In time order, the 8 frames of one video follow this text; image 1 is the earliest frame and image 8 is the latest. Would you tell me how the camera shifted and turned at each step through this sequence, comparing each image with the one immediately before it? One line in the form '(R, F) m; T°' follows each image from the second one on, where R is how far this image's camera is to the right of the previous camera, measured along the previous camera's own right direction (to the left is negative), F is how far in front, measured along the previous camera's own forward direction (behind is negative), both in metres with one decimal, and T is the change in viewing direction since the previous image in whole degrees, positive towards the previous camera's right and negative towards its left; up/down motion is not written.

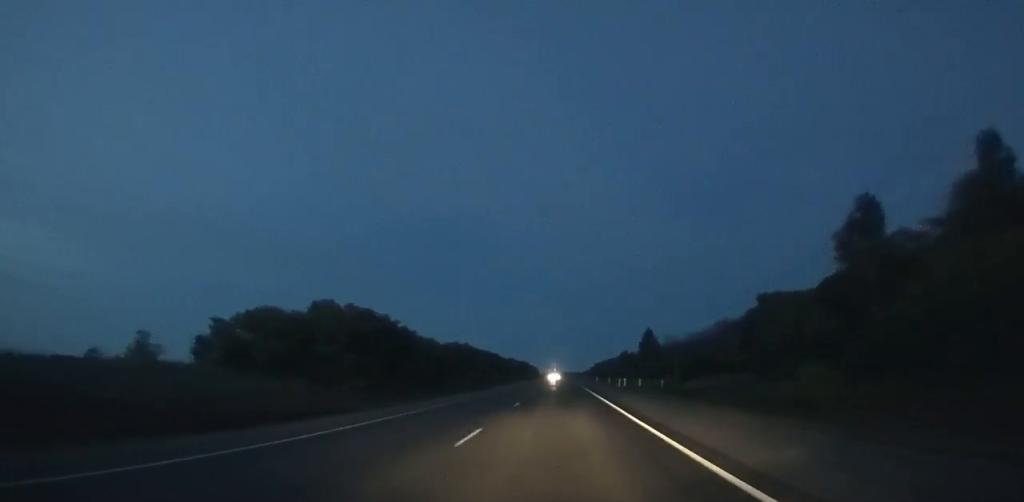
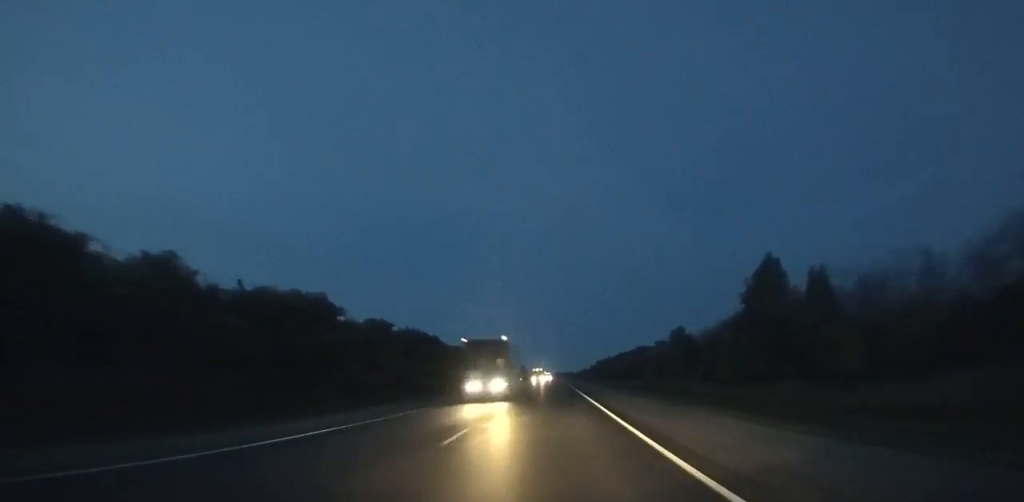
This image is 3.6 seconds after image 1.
(+0.1, +95.8) m; 0°
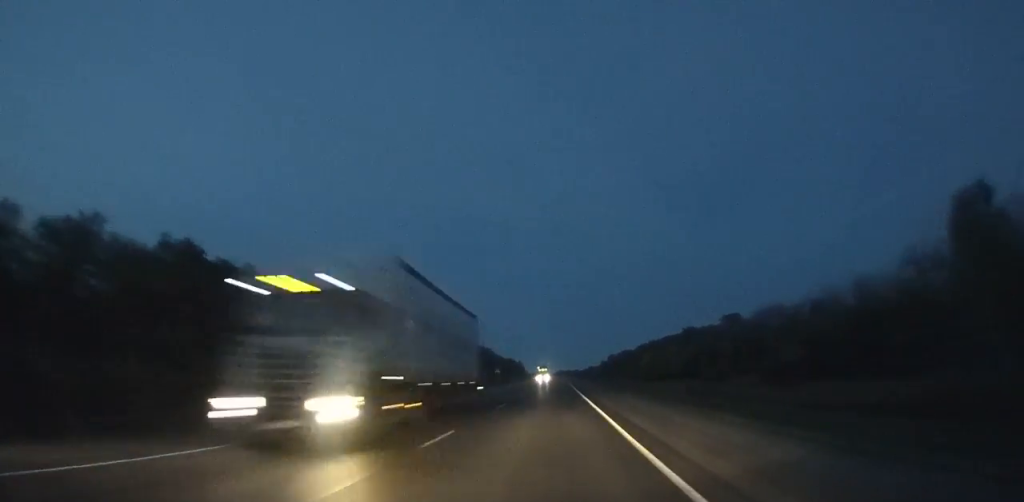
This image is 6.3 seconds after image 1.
(+0.2, +72.3) m; 0°
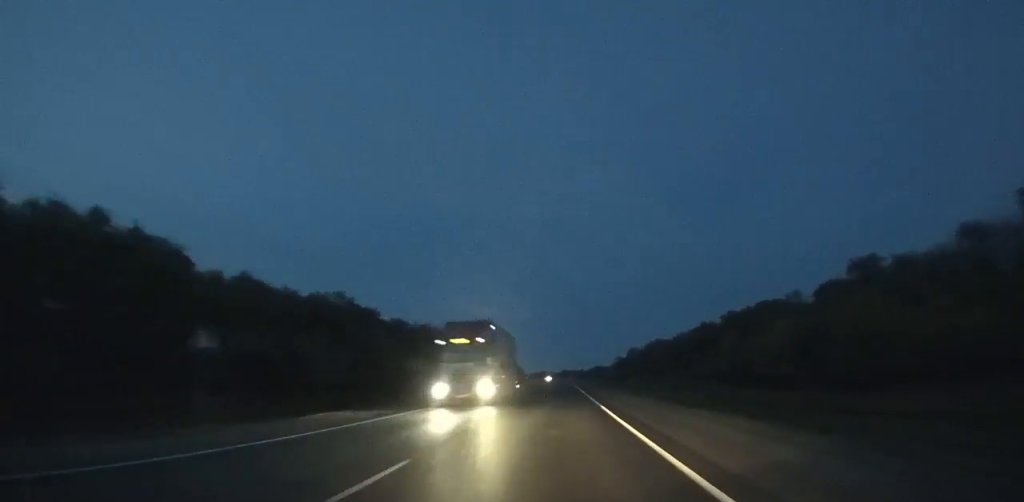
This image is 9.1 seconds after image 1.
(-0.1, +75.3) m; 0°
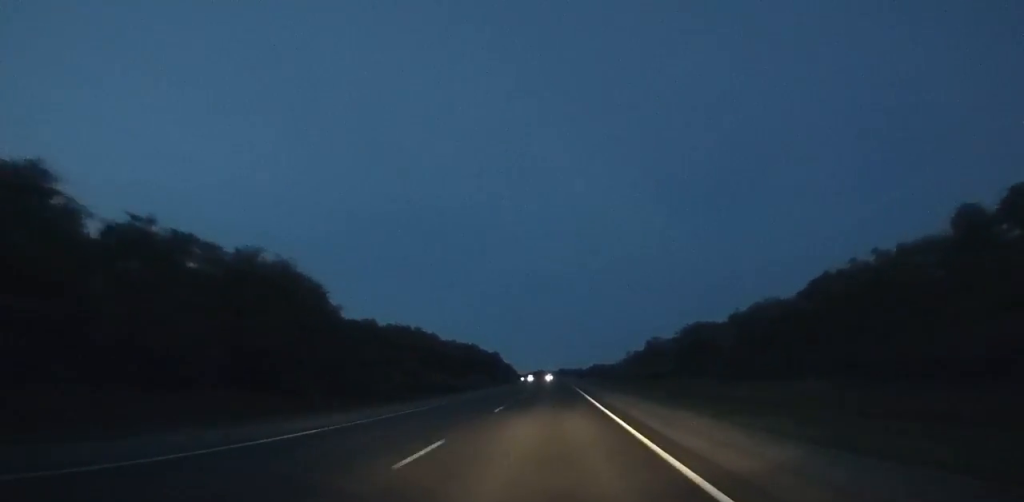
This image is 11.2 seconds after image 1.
(0.0, +56.8) m; 0°
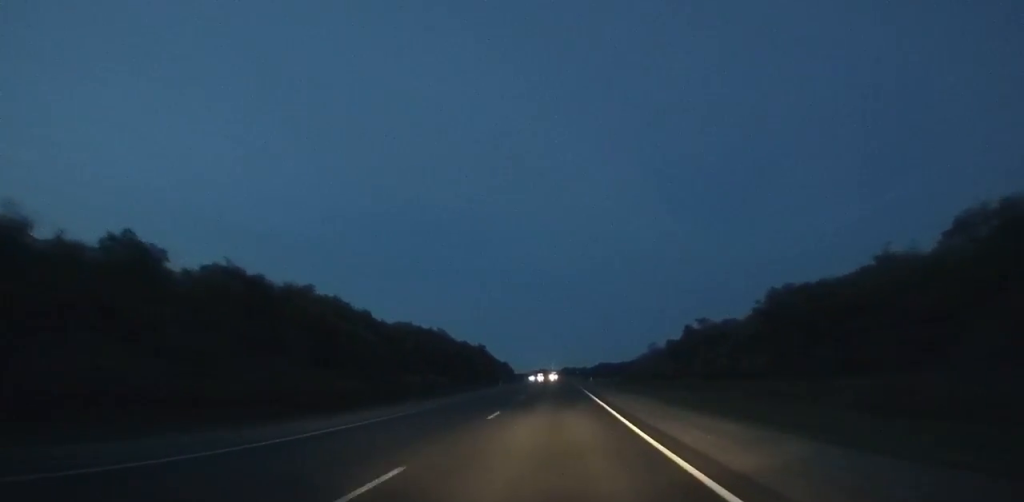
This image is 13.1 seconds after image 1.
(+0.2, +51.5) m; 0°
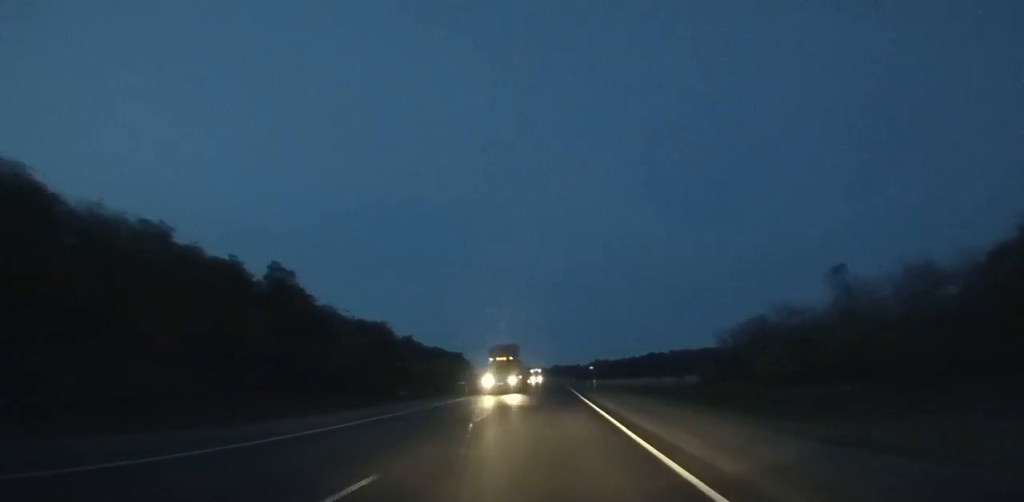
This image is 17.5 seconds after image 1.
(-0.4, +119.0) m; 0°
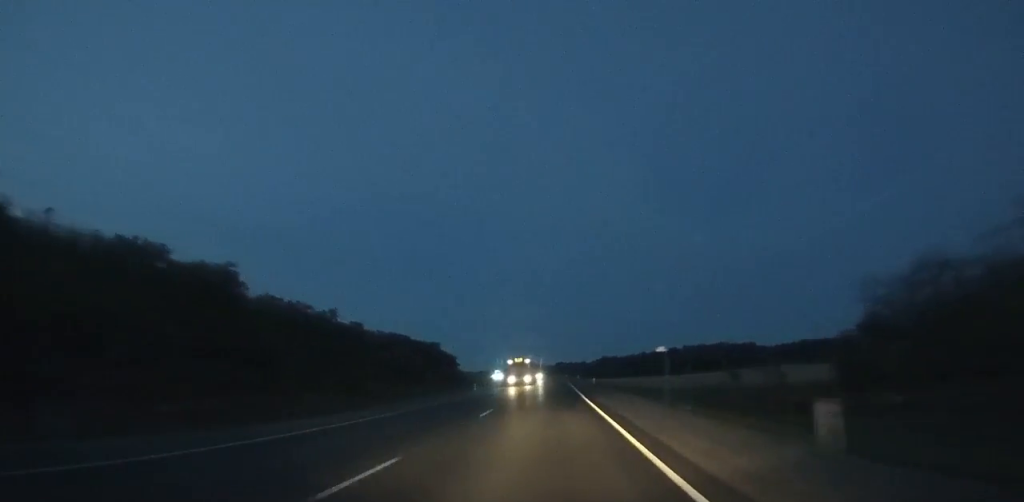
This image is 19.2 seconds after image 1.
(+0.1, +45.6) m; 0°
